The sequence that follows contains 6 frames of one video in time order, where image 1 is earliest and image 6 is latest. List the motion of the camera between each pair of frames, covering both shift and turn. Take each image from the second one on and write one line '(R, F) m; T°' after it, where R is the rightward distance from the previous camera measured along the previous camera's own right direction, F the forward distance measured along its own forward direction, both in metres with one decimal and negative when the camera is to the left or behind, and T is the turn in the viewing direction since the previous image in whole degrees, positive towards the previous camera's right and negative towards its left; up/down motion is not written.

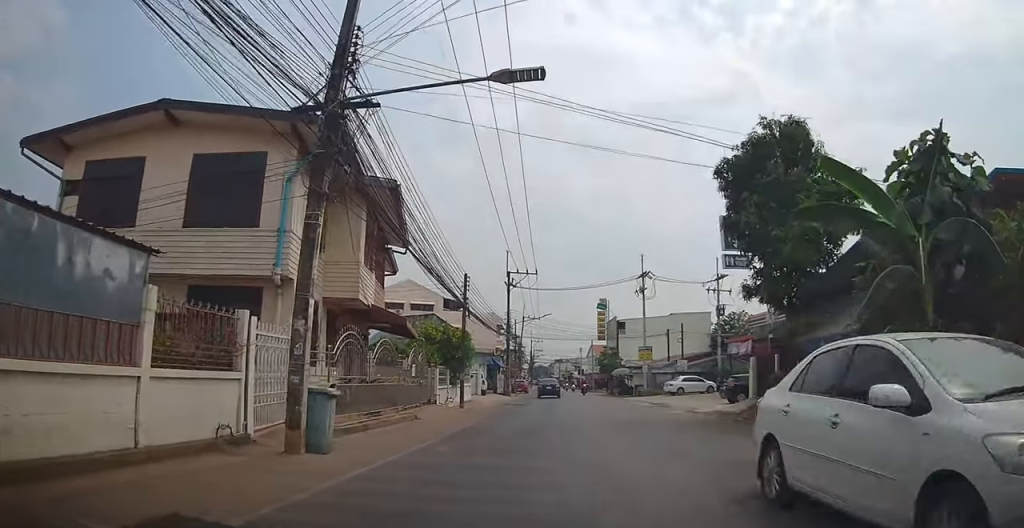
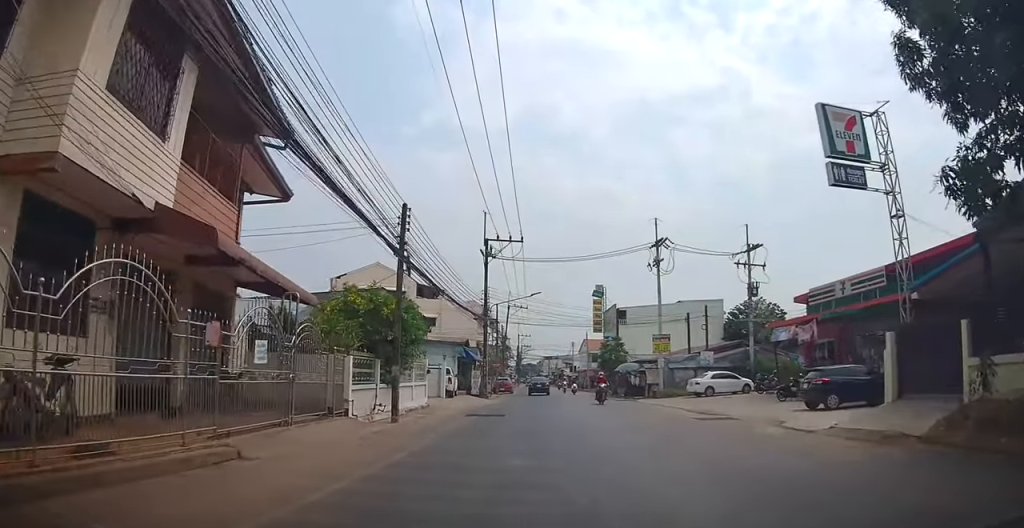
(+0.2, +10.8) m; 0°
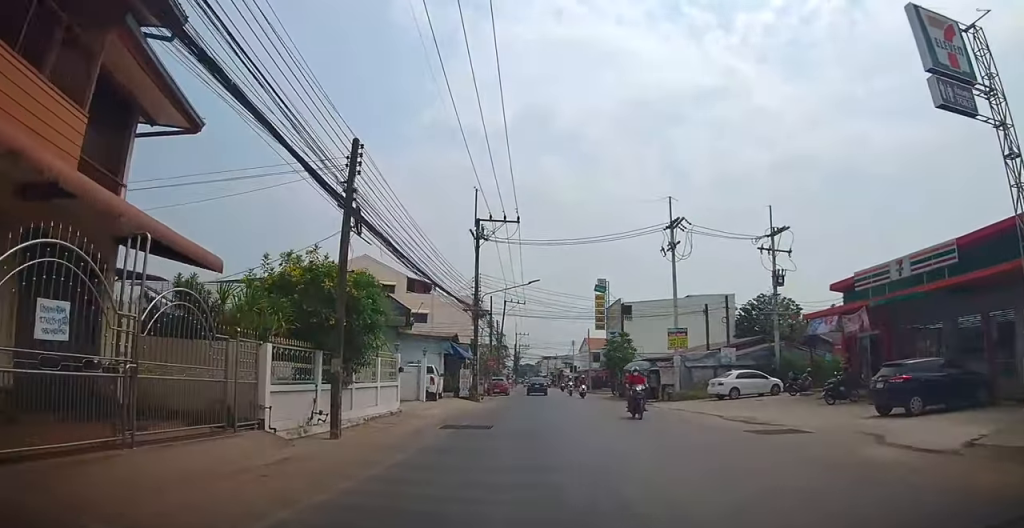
(-0.1, +4.9) m; -1°
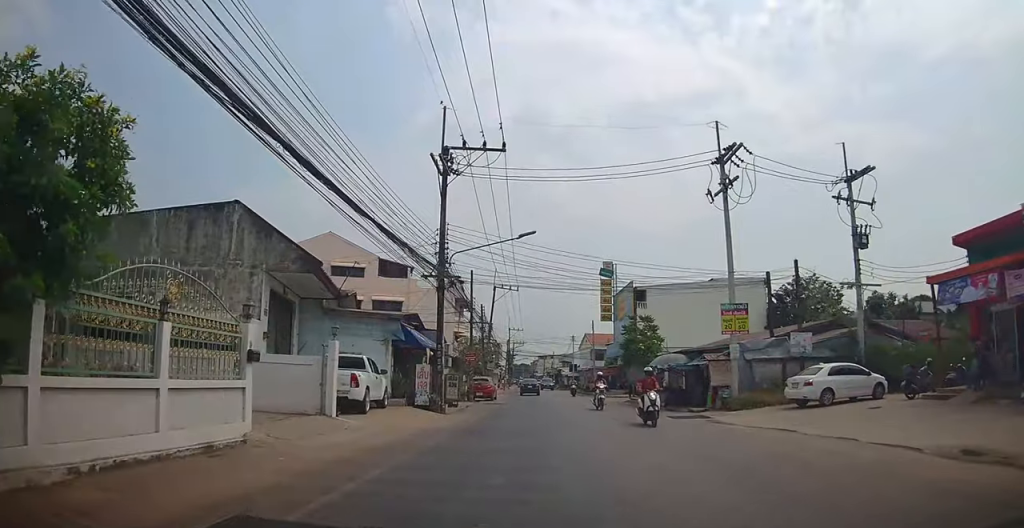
(-0.3, +10.8) m; +2°
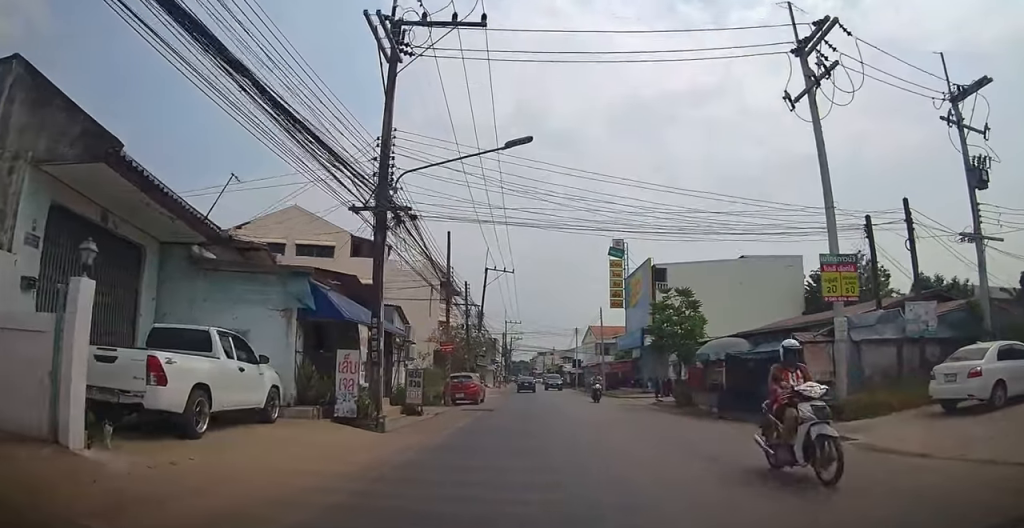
(+0.6, +8.6) m; 0°
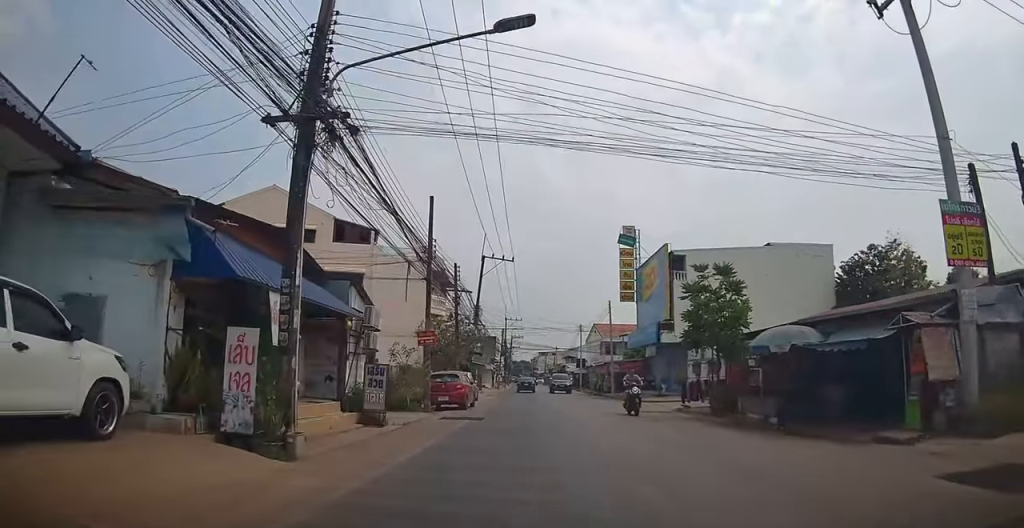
(-0.3, +5.1) m; 0°
